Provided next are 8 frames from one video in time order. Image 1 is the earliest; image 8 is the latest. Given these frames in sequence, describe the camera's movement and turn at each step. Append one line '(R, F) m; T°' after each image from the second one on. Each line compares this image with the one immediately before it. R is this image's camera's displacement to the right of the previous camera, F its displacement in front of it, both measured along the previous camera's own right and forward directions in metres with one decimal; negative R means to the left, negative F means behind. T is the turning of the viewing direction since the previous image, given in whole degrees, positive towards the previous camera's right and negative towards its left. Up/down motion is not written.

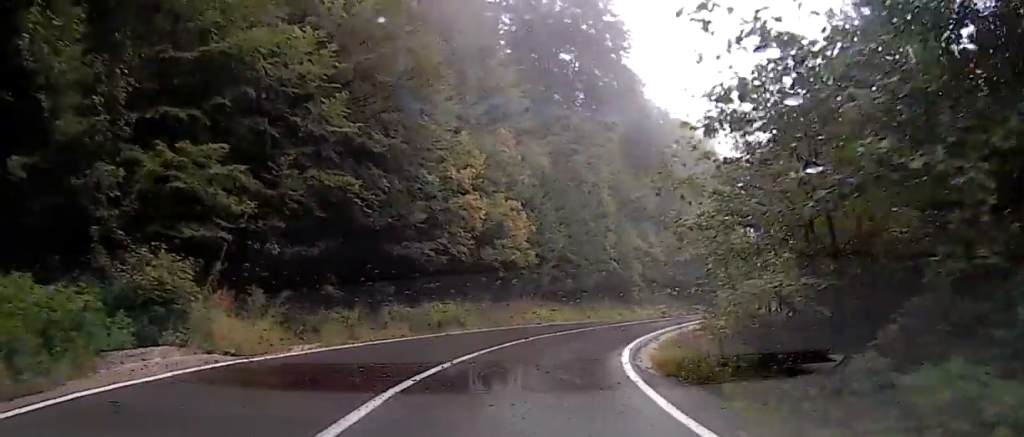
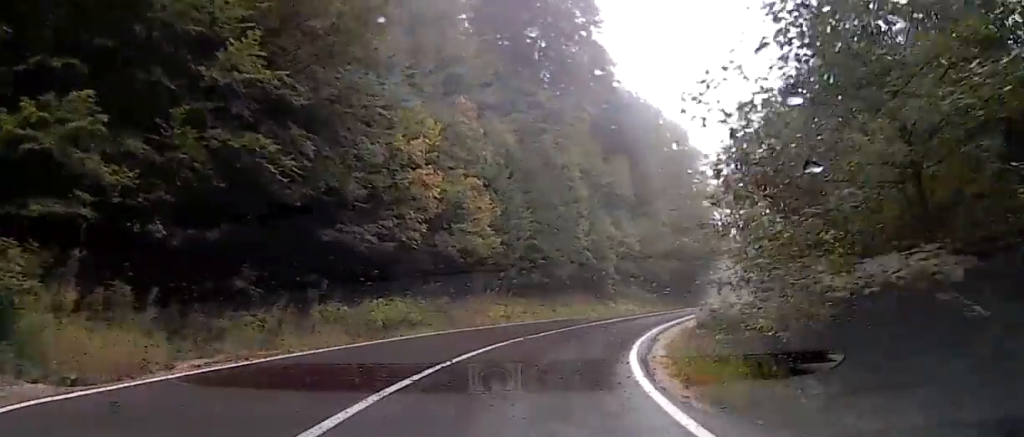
(-0.3, +5.2) m; +3°
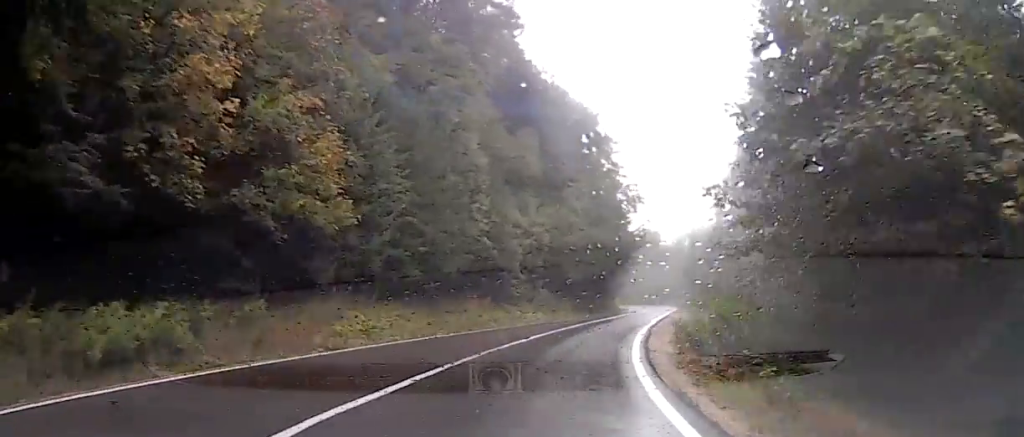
(+1.3, +11.8) m; +14°
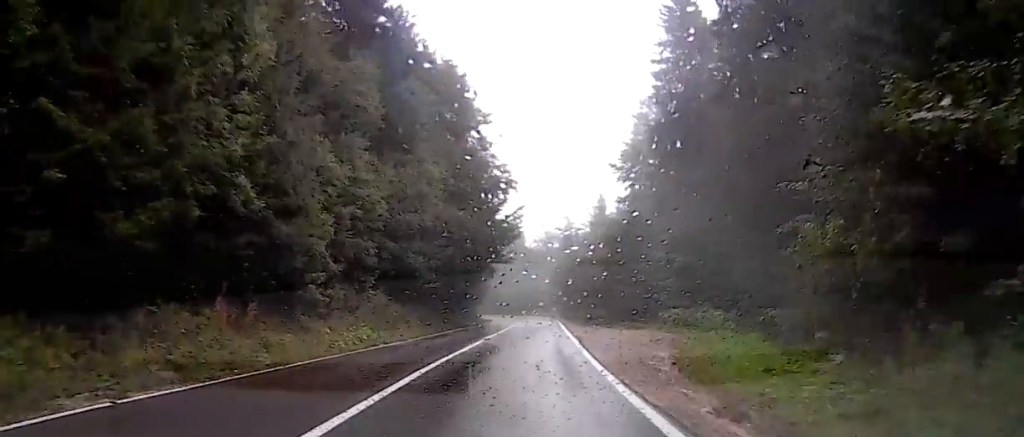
(+2.1, +17.0) m; +7°
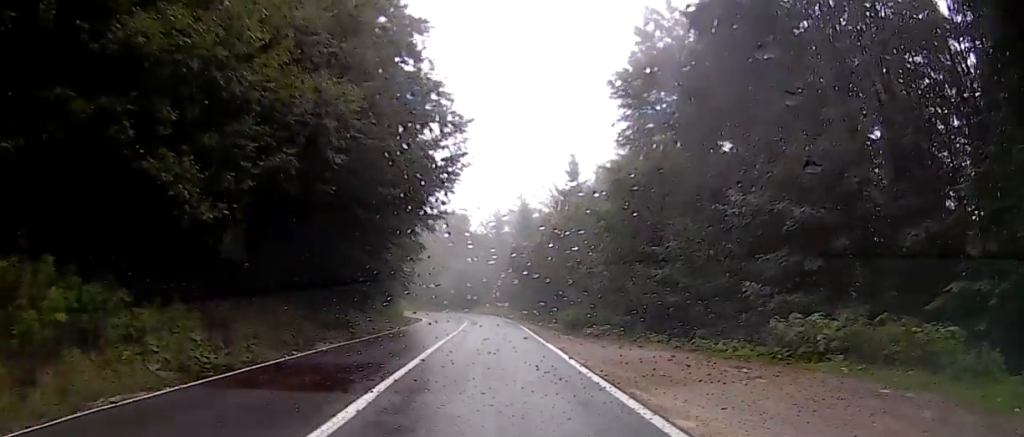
(+0.1, +22.9) m; +2°
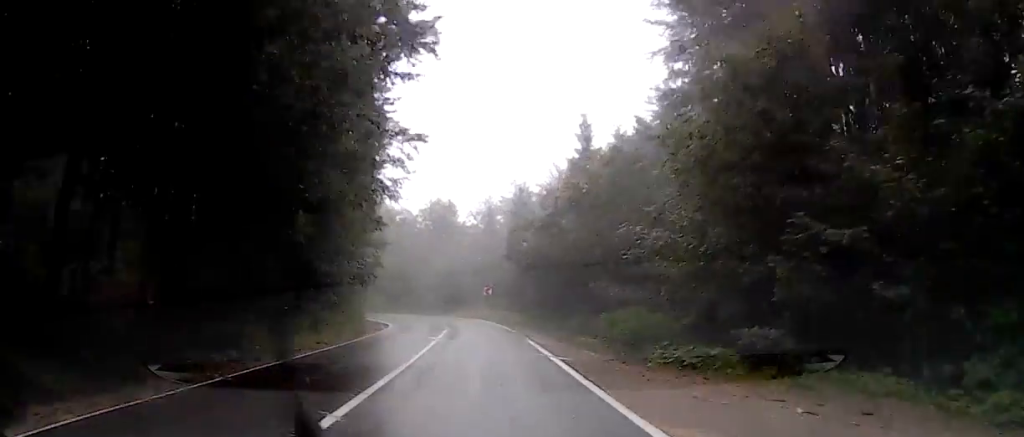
(+0.1, +14.2) m; 0°
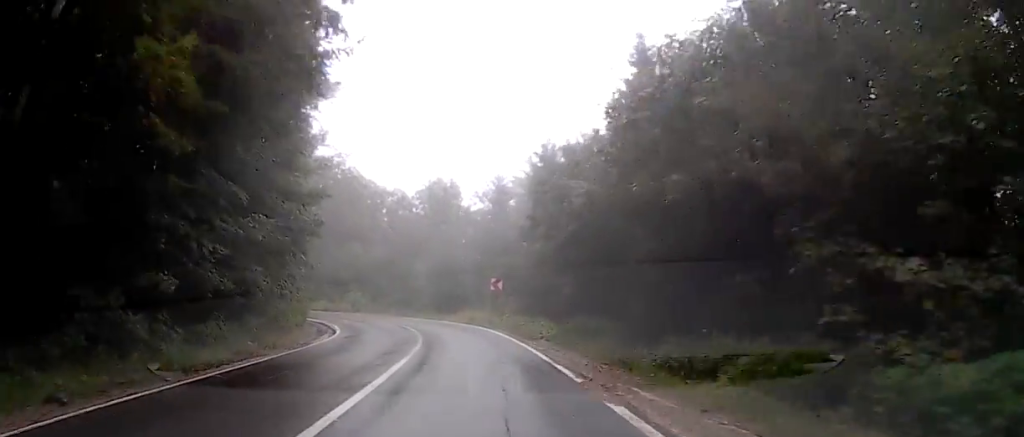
(0.0, +17.0) m; -2°
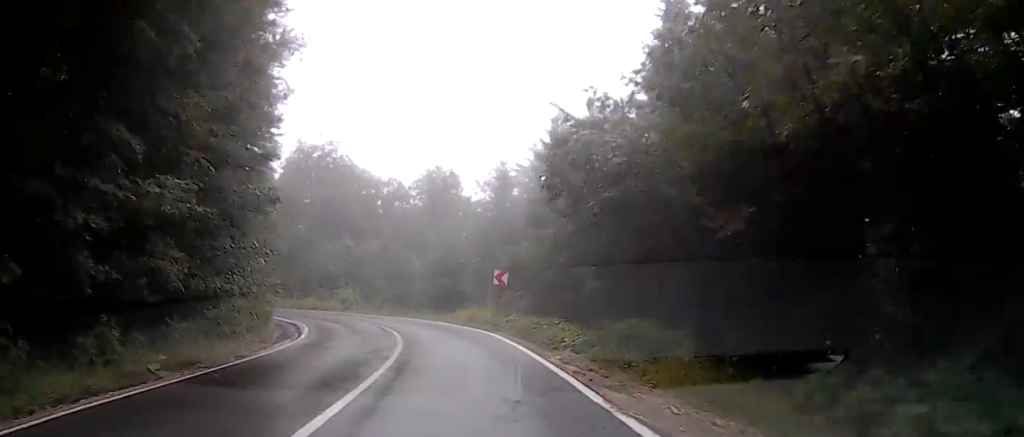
(+0.2, +5.8) m; -2°
